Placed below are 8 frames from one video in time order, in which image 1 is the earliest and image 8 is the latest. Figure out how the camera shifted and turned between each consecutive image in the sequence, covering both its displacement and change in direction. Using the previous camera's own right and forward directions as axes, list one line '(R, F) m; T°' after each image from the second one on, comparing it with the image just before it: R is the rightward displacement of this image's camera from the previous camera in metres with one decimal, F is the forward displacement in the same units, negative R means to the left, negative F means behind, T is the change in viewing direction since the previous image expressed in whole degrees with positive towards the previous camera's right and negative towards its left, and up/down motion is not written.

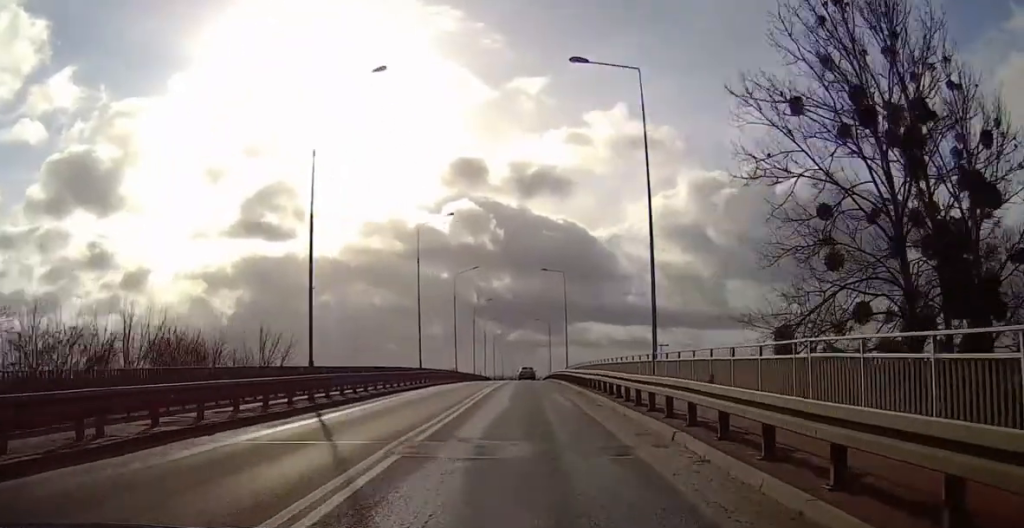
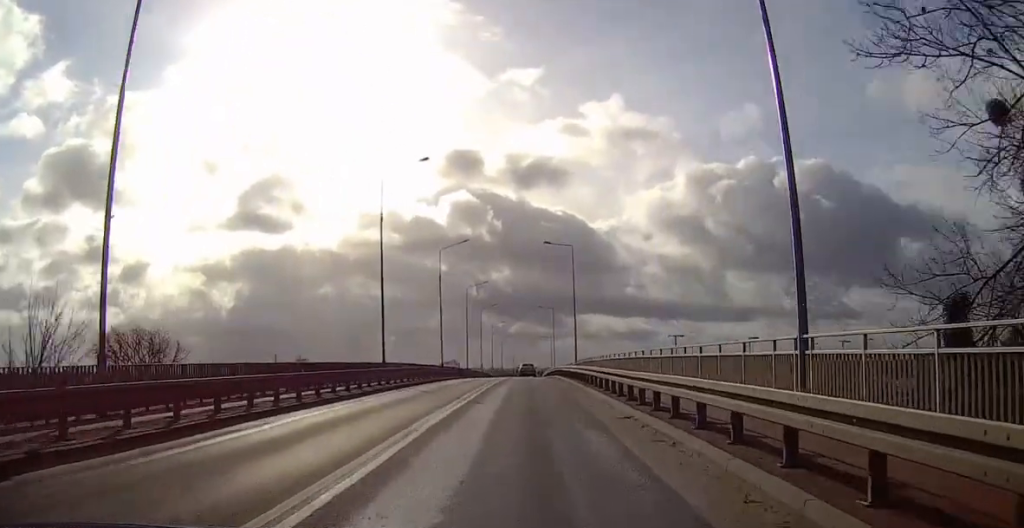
(-0.1, +14.5) m; -1°
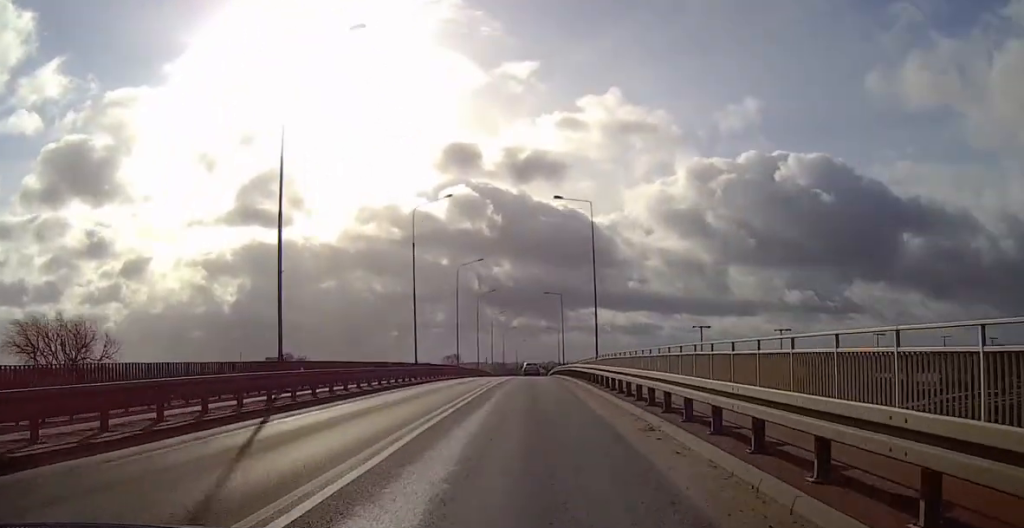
(-0.5, +18.4) m; -1°
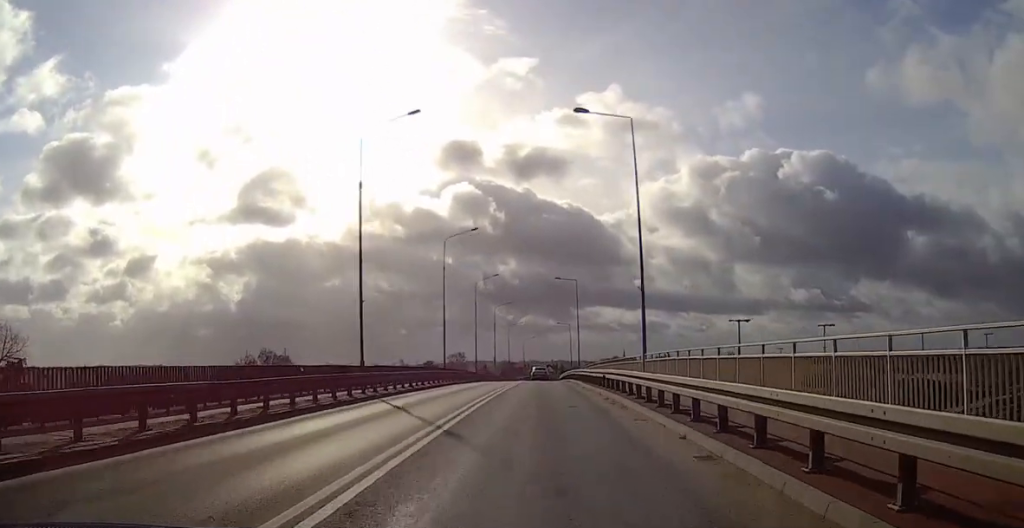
(0.0, +19.2) m; +1°
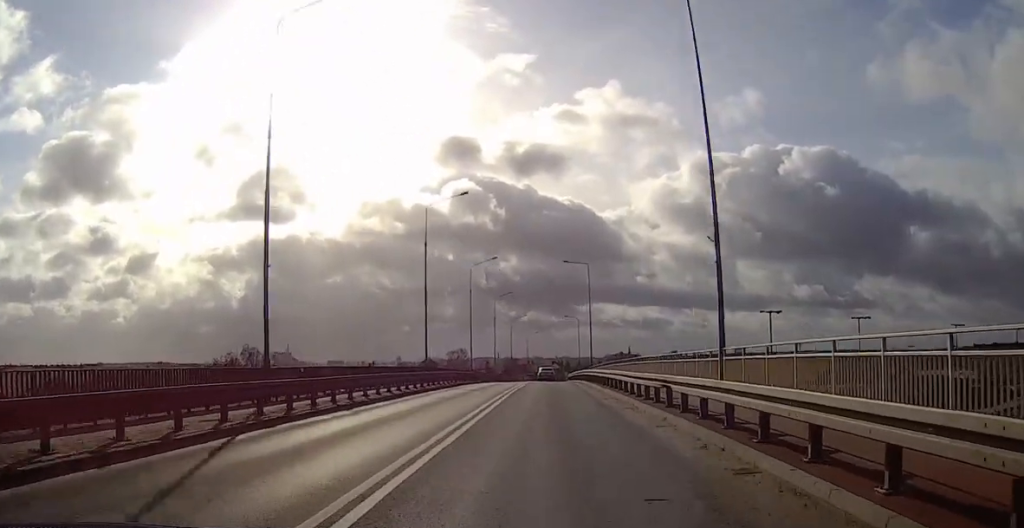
(-0.1, +13.5) m; +1°
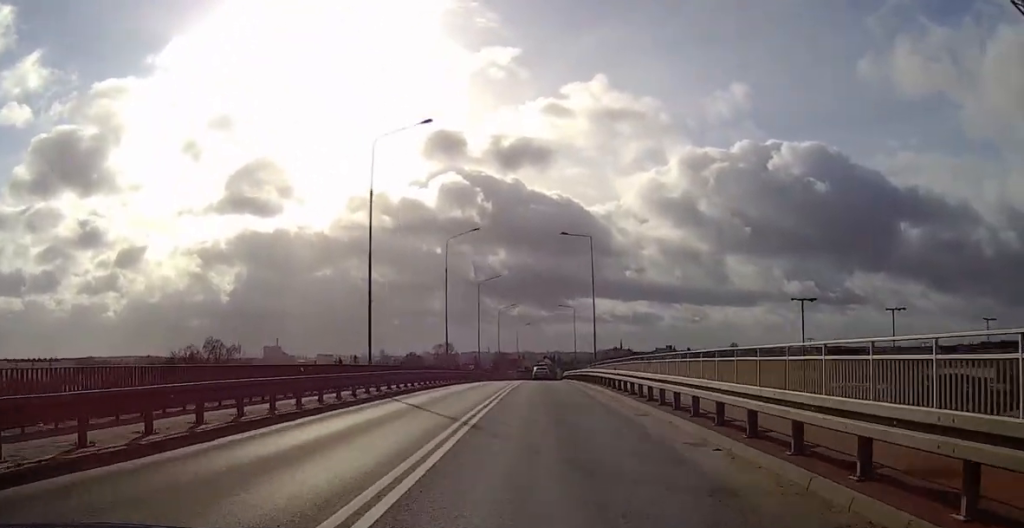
(+0.5, +15.4) m; 0°
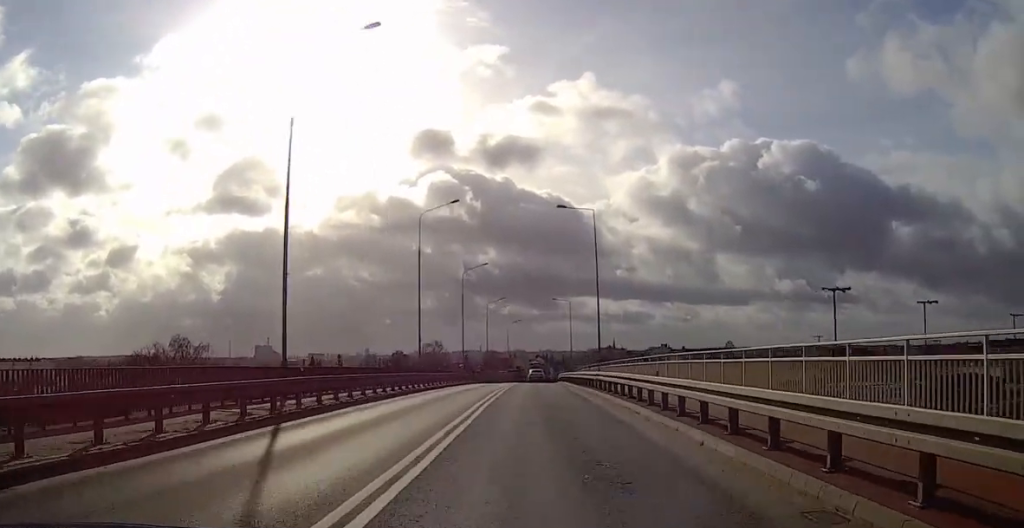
(+0.3, +11.6) m; 0°
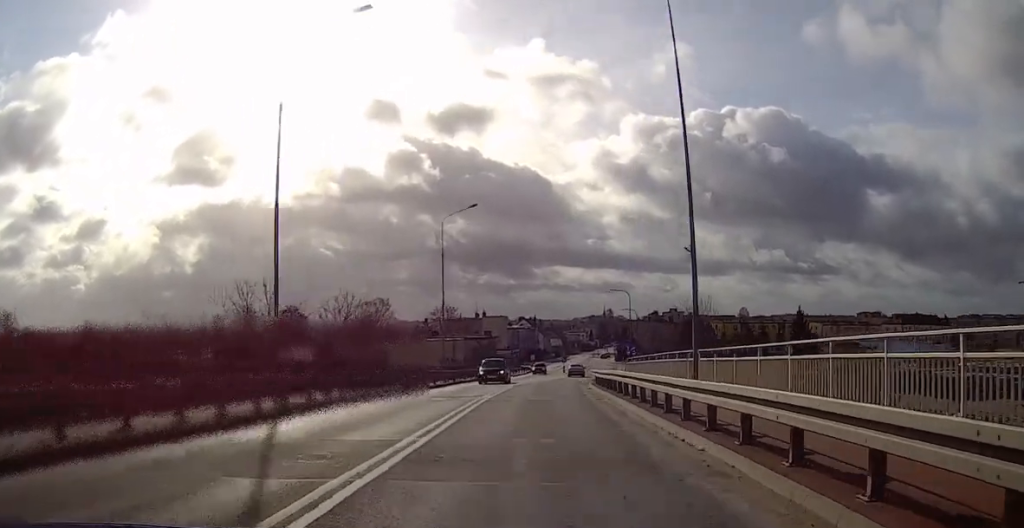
(-0.9, +91.6) m; 0°
